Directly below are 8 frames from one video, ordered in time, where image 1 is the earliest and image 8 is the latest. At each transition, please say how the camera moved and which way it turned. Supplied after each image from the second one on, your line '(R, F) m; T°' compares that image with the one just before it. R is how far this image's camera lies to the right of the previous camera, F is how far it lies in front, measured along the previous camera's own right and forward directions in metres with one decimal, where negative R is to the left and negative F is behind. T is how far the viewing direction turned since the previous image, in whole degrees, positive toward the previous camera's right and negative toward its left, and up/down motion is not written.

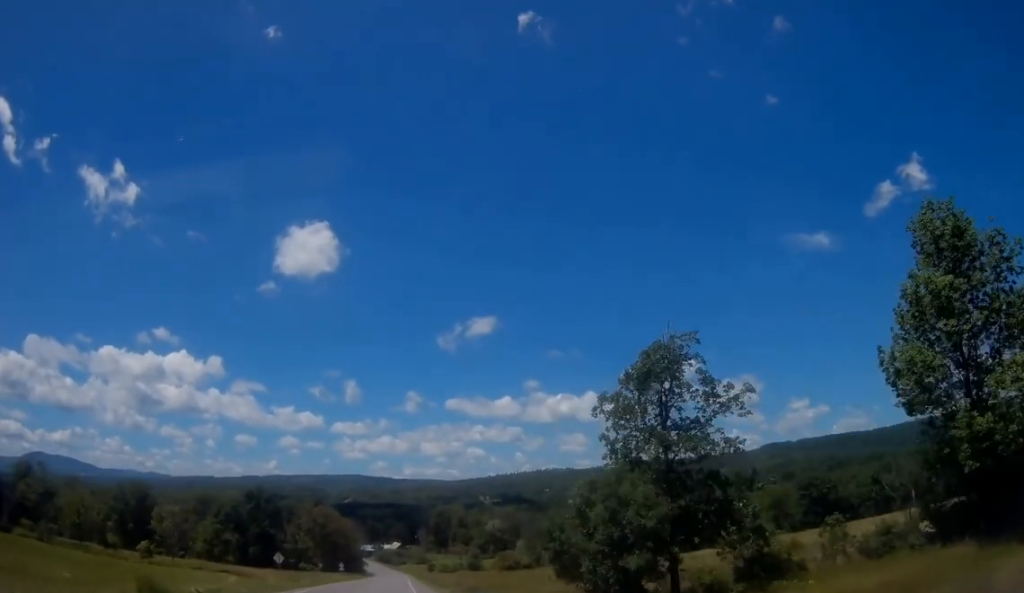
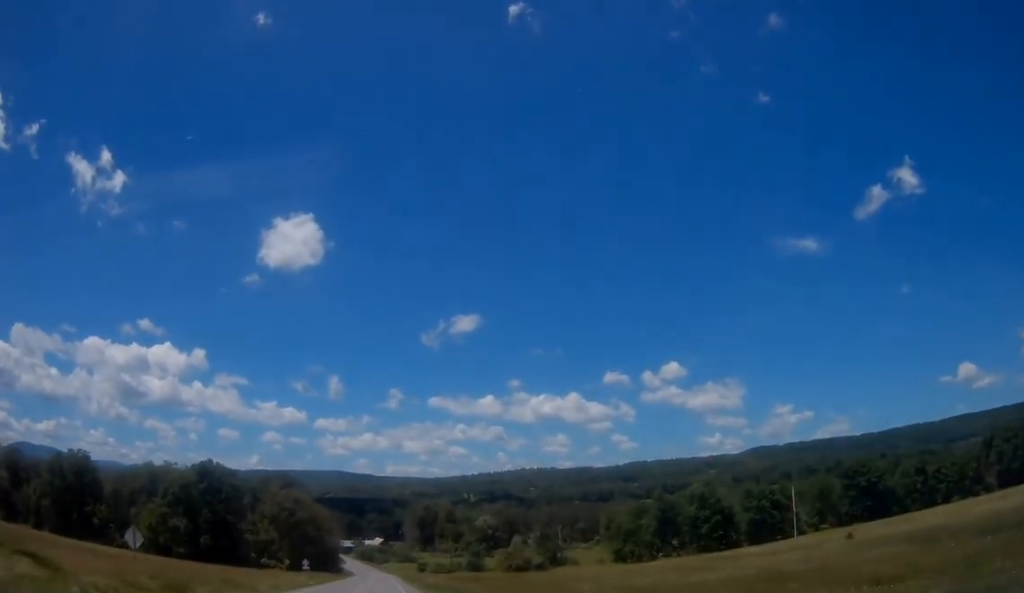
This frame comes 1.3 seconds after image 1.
(+0.5, +30.9) m; +2°
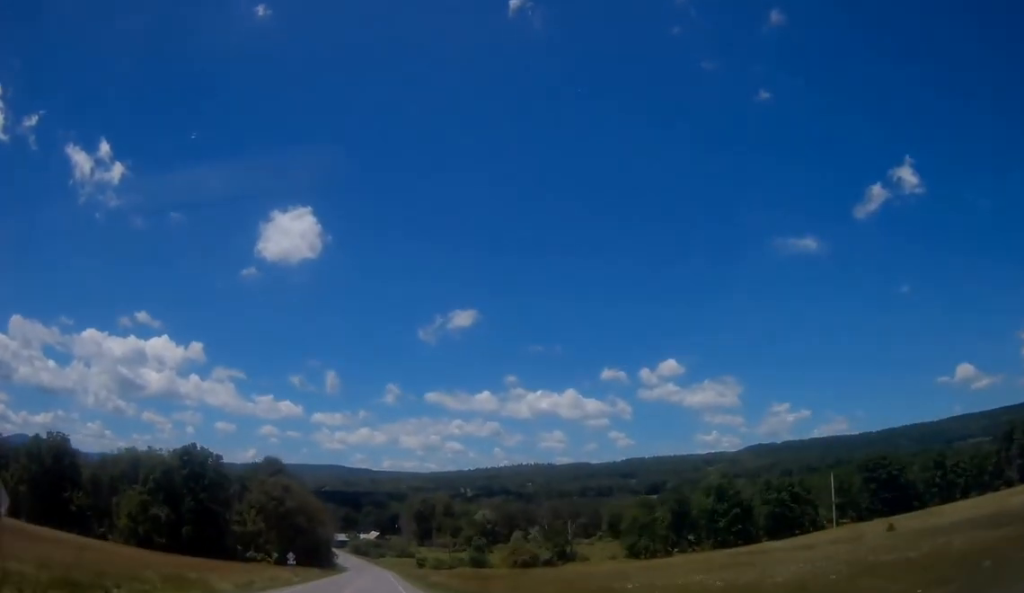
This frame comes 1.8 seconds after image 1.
(+0.1, +10.2) m; 0°
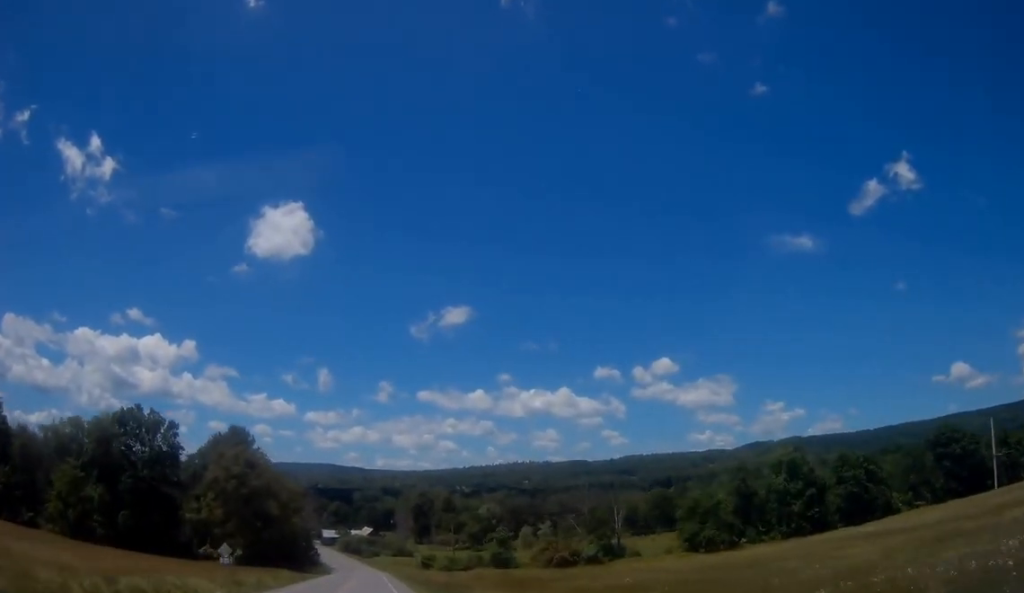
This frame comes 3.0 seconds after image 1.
(+0.1, +29.6) m; 0°
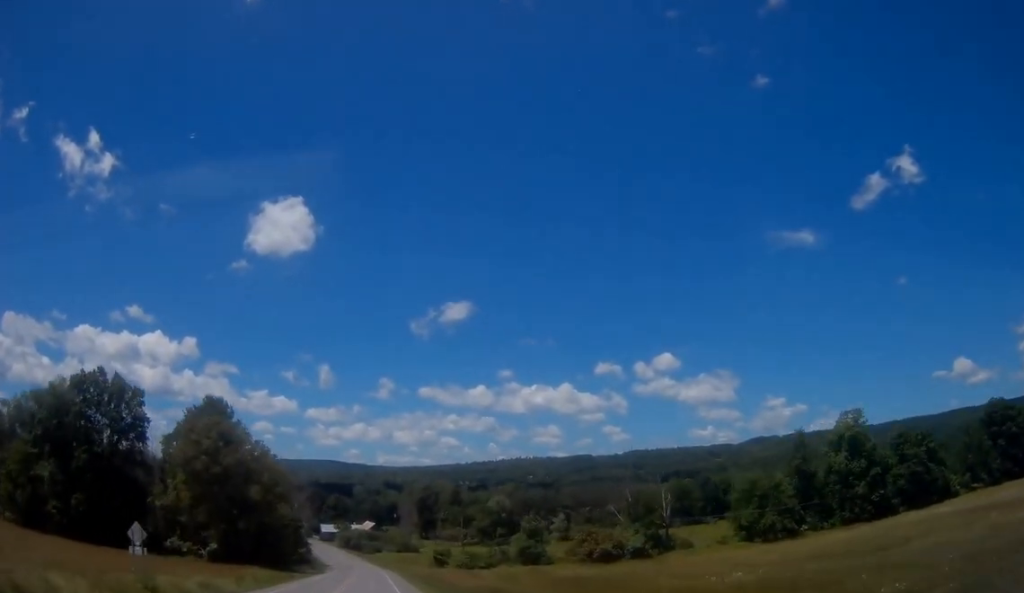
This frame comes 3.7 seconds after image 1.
(-0.1, +17.1) m; +1°
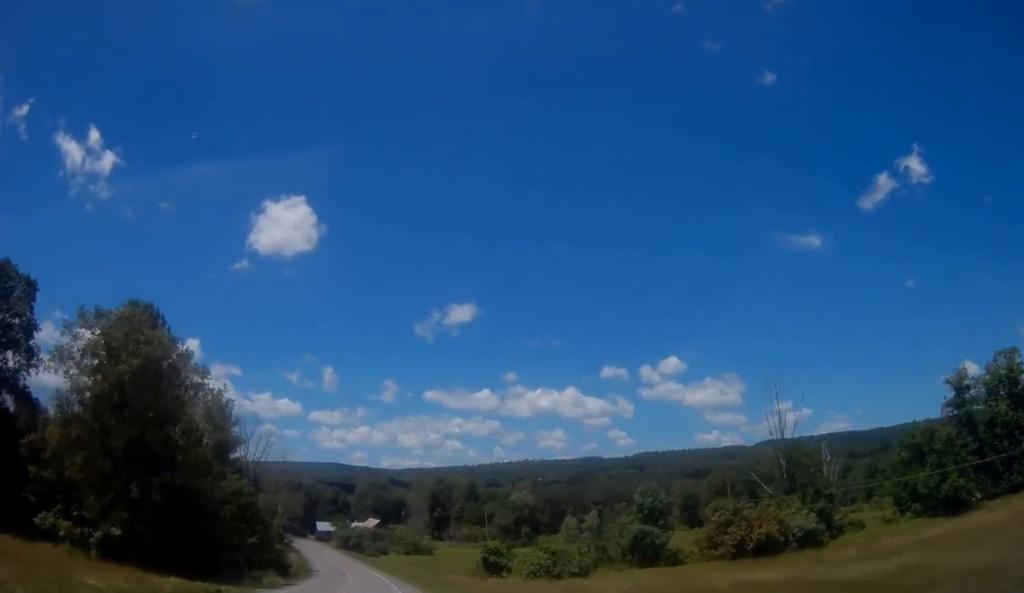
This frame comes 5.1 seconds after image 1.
(+0.4, +34.1) m; 0°
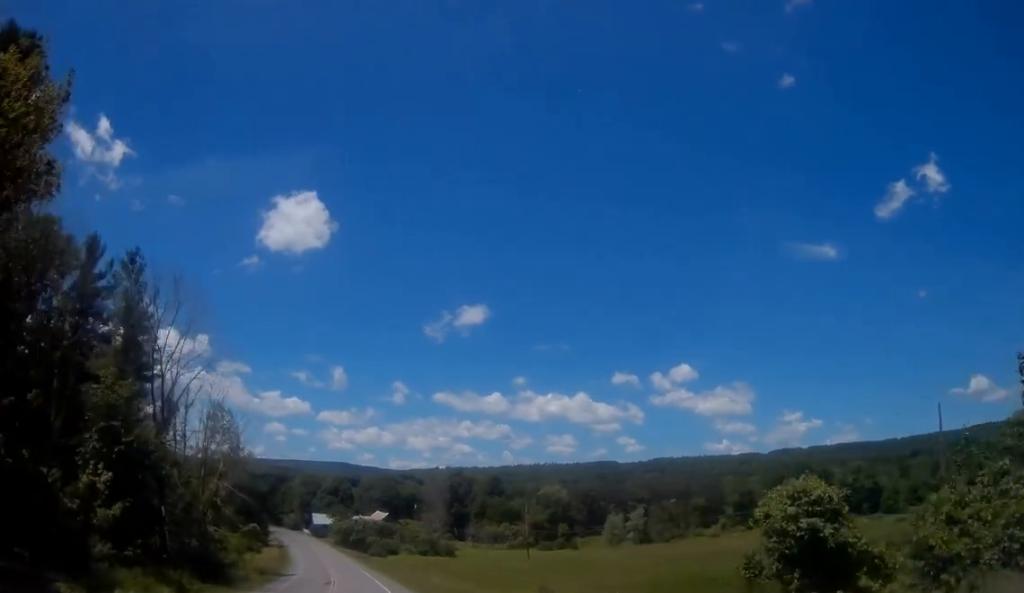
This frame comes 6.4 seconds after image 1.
(-0.3, +33.6) m; -1°
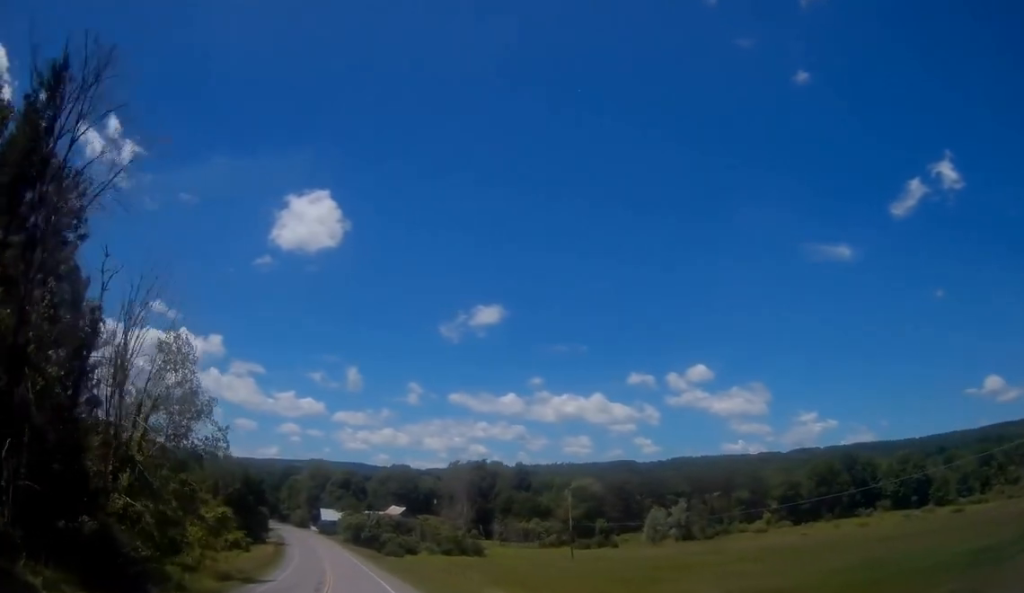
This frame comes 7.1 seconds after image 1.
(-0.1, +18.1) m; -1°
